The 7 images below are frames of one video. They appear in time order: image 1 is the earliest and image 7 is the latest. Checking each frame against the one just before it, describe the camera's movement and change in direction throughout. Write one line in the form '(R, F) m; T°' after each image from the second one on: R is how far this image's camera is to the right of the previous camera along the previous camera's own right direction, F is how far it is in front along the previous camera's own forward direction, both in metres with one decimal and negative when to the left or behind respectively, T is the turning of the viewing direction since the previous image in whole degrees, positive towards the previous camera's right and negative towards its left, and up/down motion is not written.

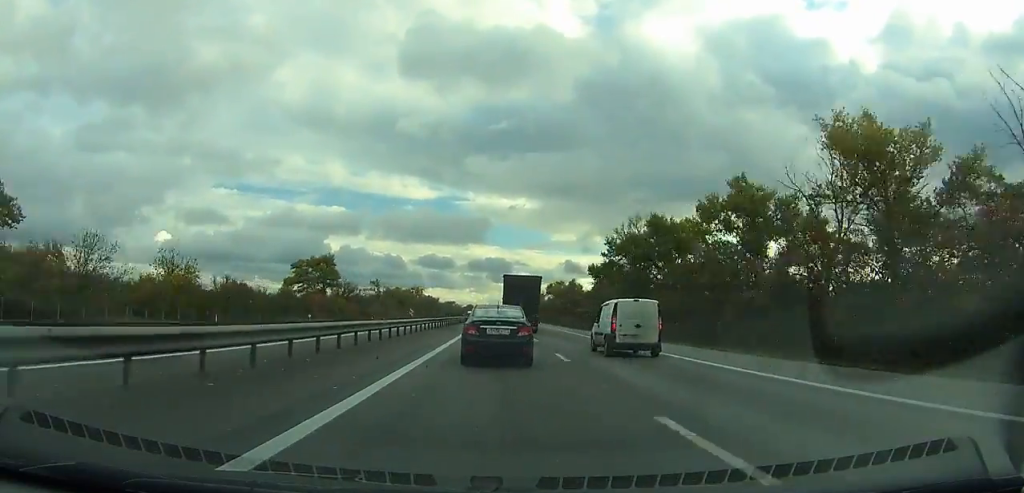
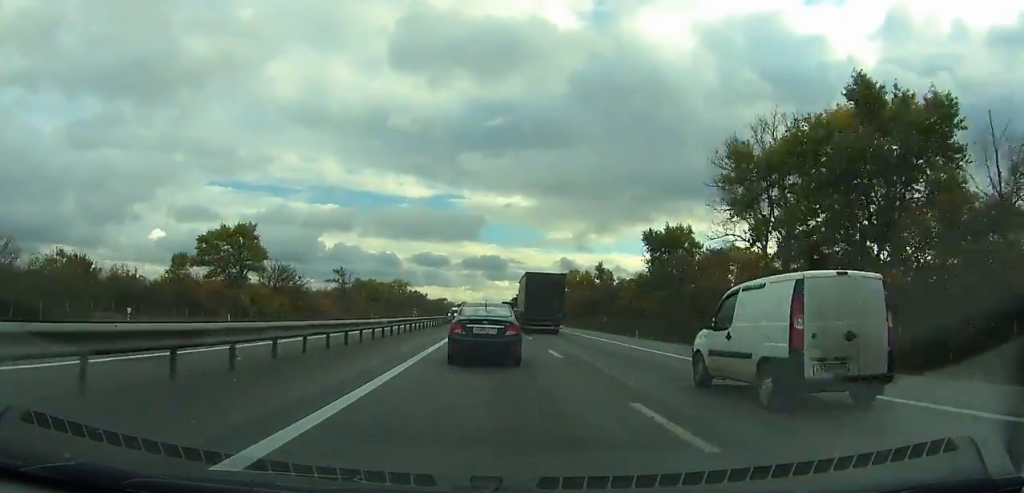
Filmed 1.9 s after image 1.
(0.0, +47.2) m; 0°
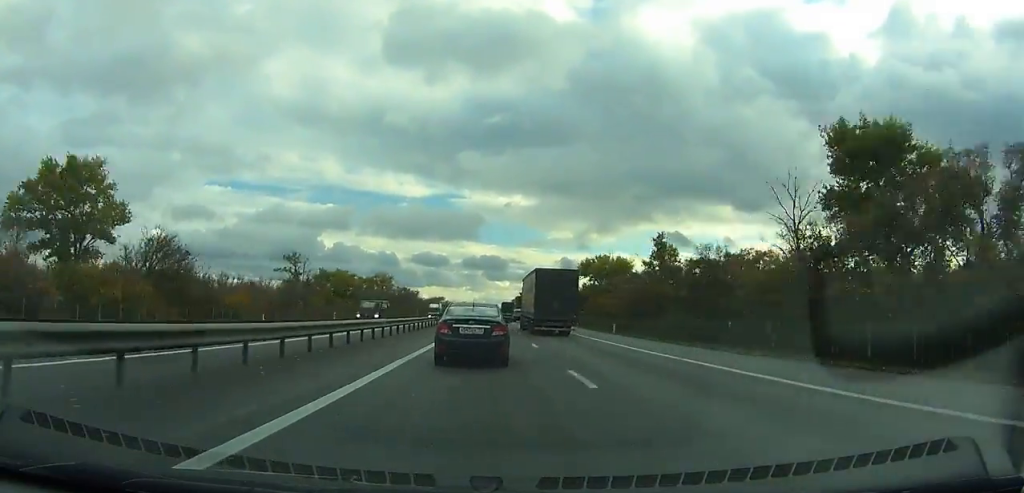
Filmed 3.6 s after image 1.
(0.0, +42.5) m; 0°
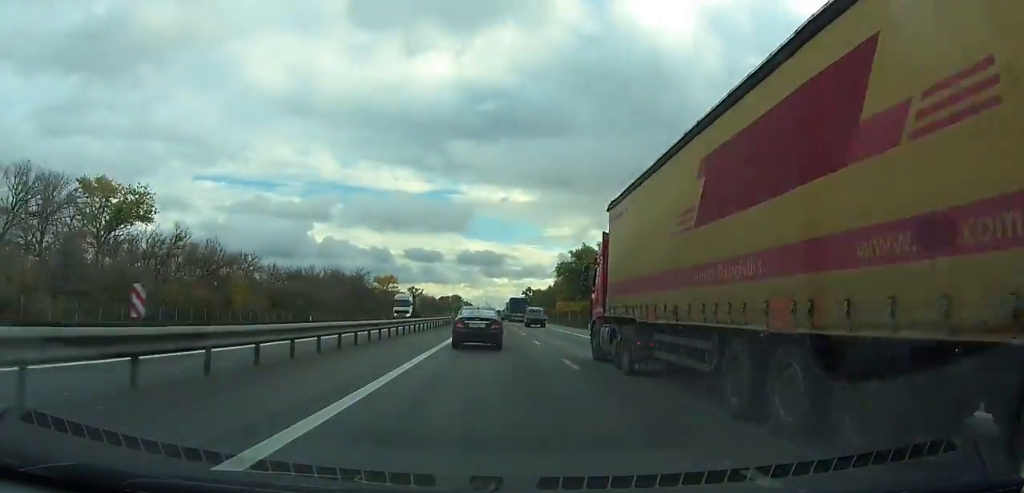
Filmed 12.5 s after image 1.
(0.0, +234.8) m; 0°
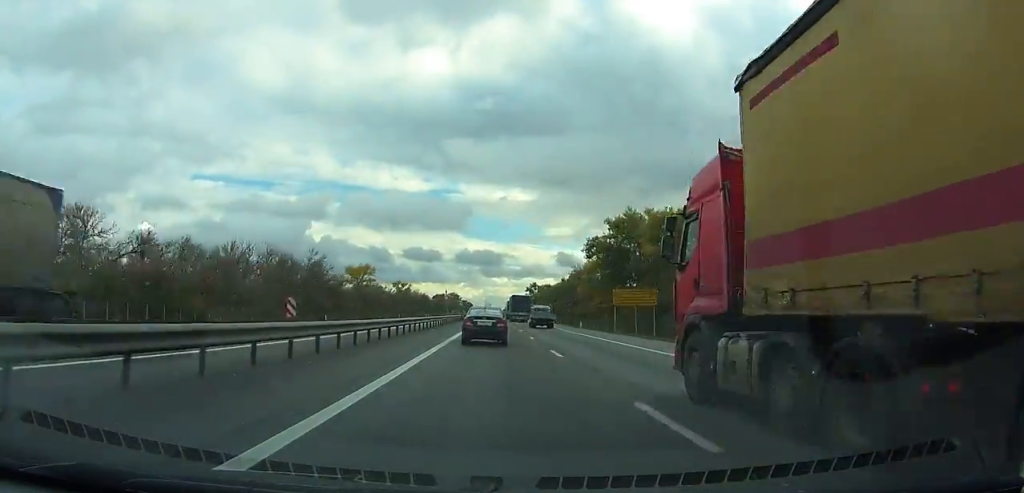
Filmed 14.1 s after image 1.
(+0.1, +44.6) m; 0°
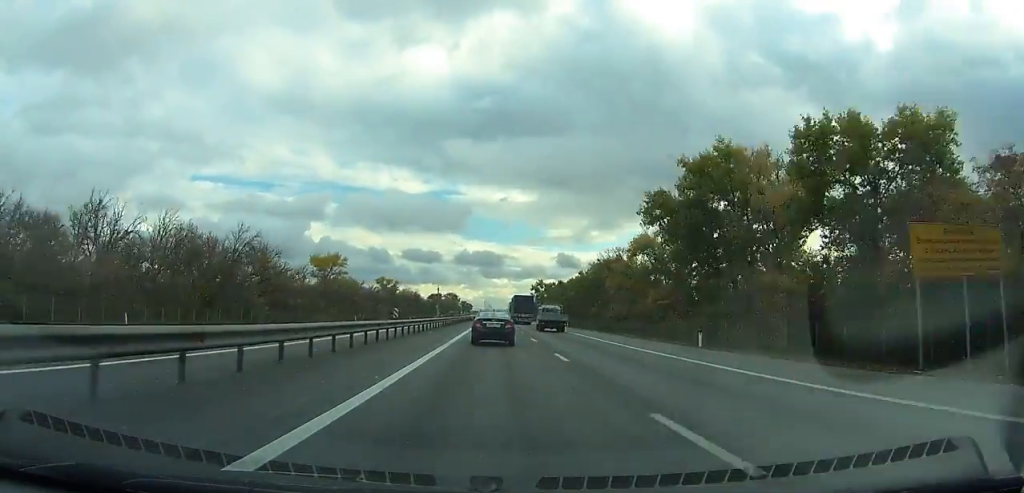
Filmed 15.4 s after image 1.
(0.0, +36.4) m; 0°
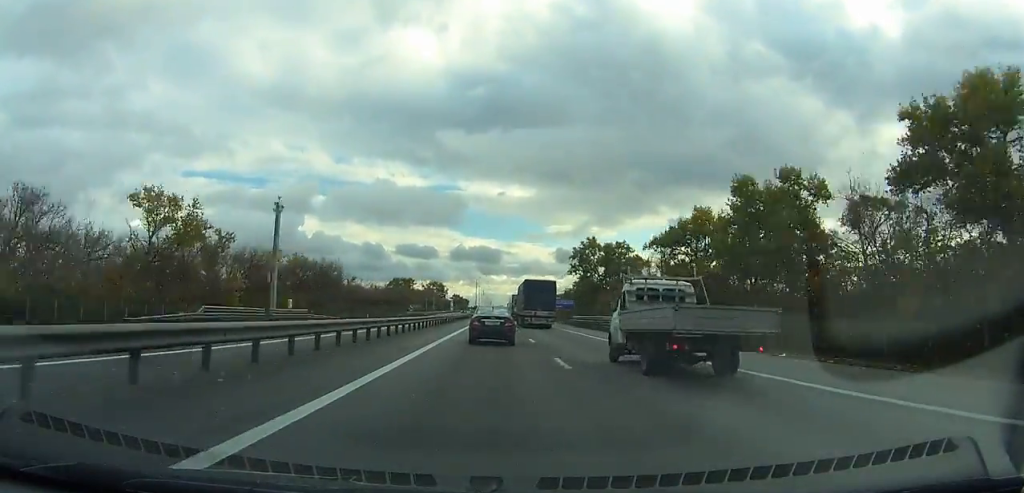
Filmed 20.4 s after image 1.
(+0.6, +143.6) m; 0°
